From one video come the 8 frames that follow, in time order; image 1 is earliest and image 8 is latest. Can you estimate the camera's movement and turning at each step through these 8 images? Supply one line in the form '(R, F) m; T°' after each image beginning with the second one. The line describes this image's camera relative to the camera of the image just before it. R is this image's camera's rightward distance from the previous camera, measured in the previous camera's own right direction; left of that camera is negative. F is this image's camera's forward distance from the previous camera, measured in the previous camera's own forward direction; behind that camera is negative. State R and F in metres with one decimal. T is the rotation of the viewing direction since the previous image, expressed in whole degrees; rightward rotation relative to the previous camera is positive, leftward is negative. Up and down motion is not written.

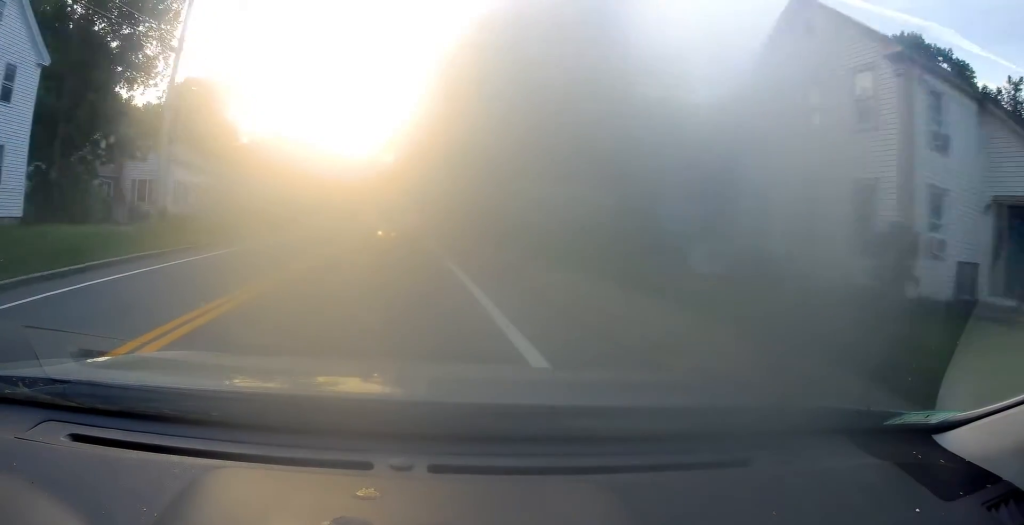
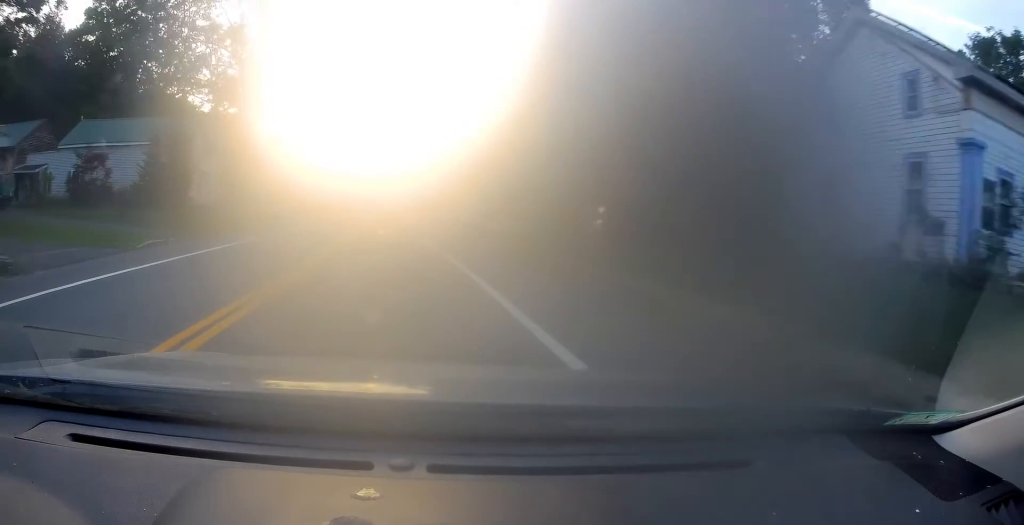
(-1.6, +40.8) m; -4°
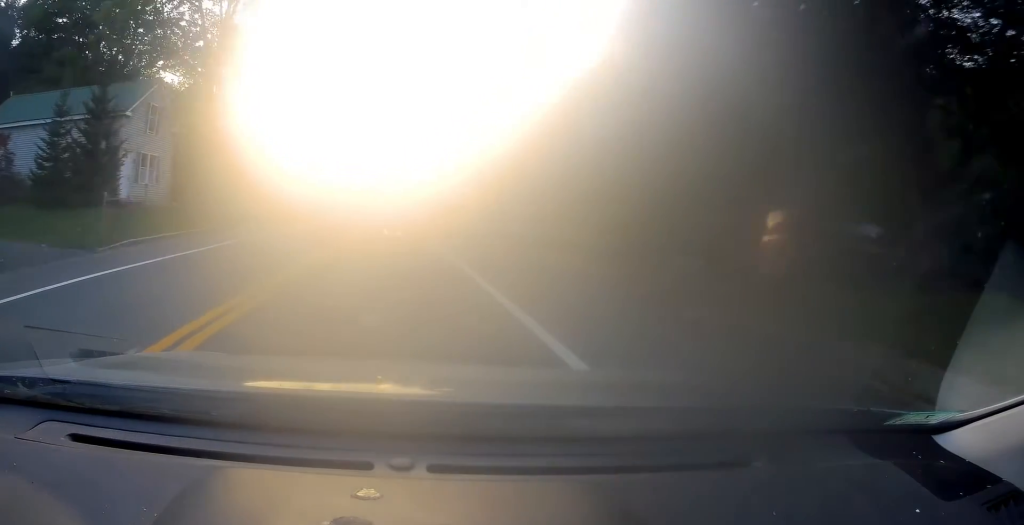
(-0.4, +10.8) m; 0°
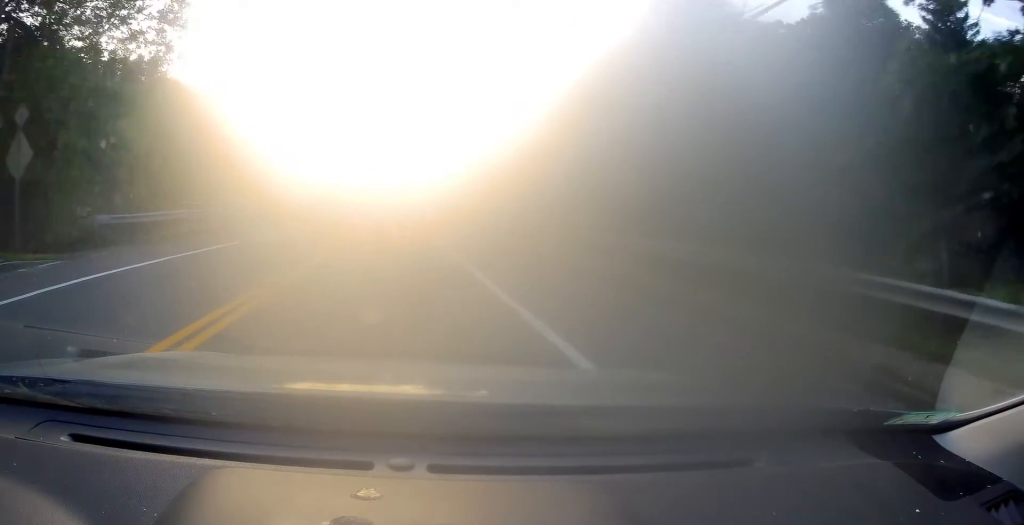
(+0.3, +19.4) m; 0°
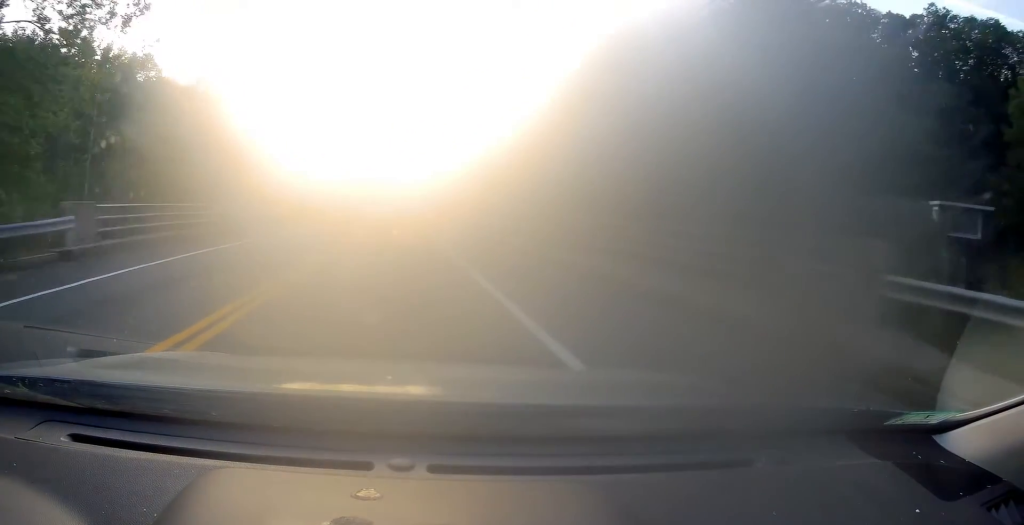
(-0.1, +8.5) m; -1°
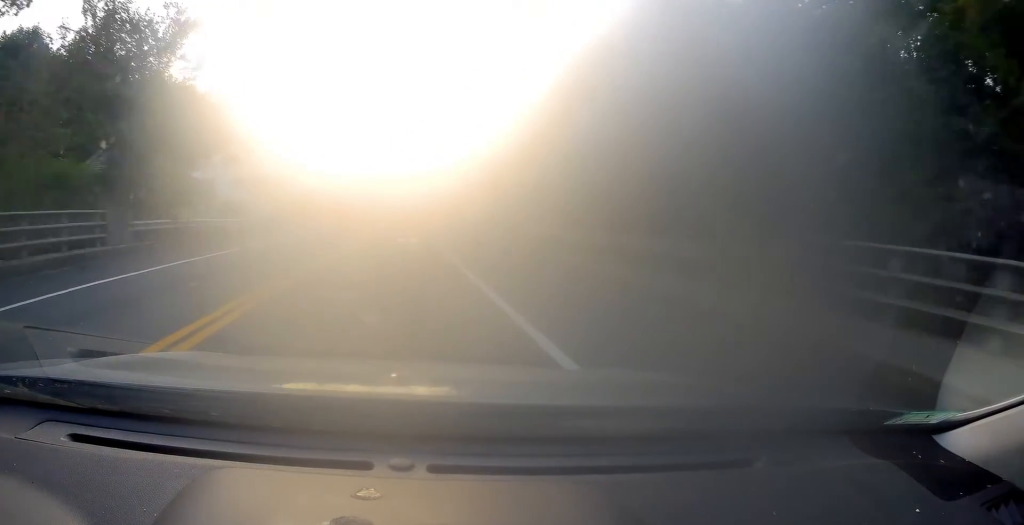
(-0.2, +11.6) m; -2°
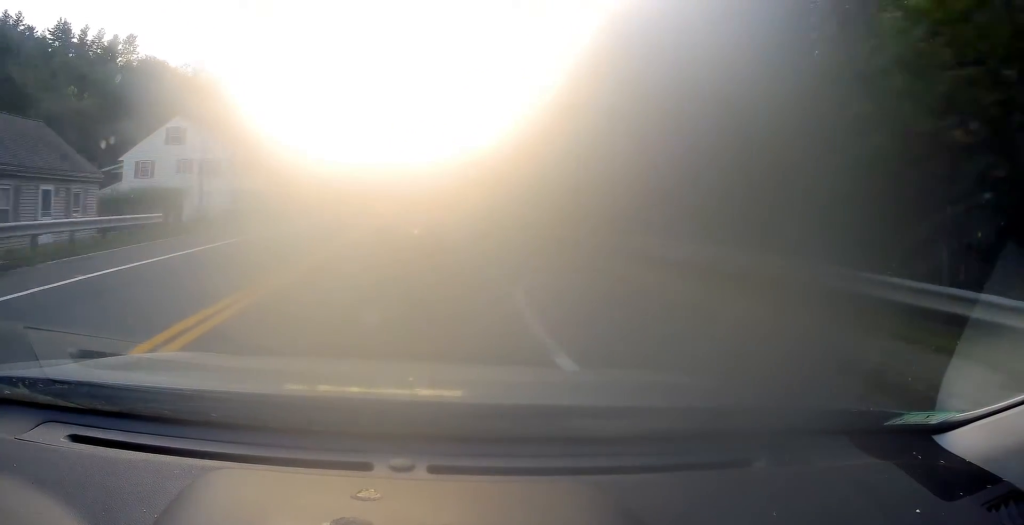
(-0.4, +15.3) m; -3°
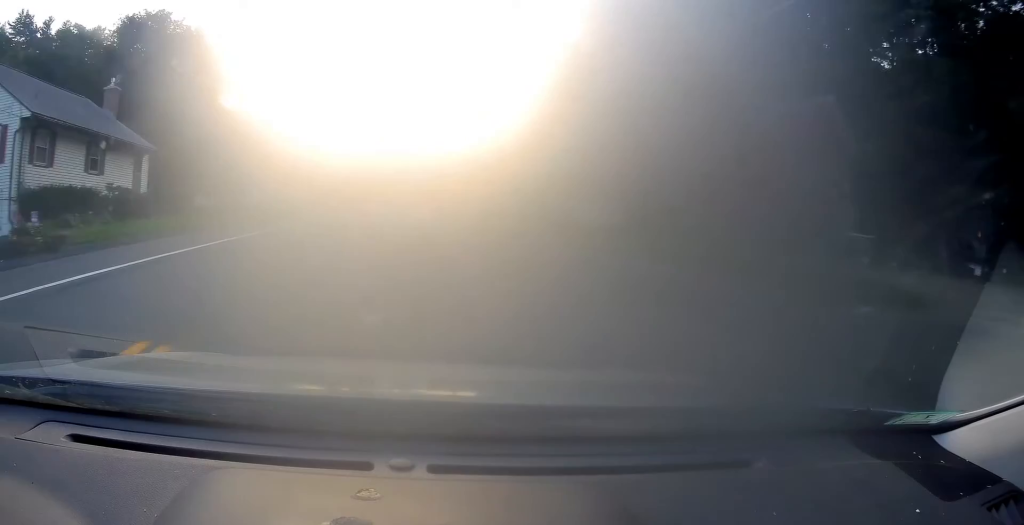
(-0.6, +25.3) m; 0°
